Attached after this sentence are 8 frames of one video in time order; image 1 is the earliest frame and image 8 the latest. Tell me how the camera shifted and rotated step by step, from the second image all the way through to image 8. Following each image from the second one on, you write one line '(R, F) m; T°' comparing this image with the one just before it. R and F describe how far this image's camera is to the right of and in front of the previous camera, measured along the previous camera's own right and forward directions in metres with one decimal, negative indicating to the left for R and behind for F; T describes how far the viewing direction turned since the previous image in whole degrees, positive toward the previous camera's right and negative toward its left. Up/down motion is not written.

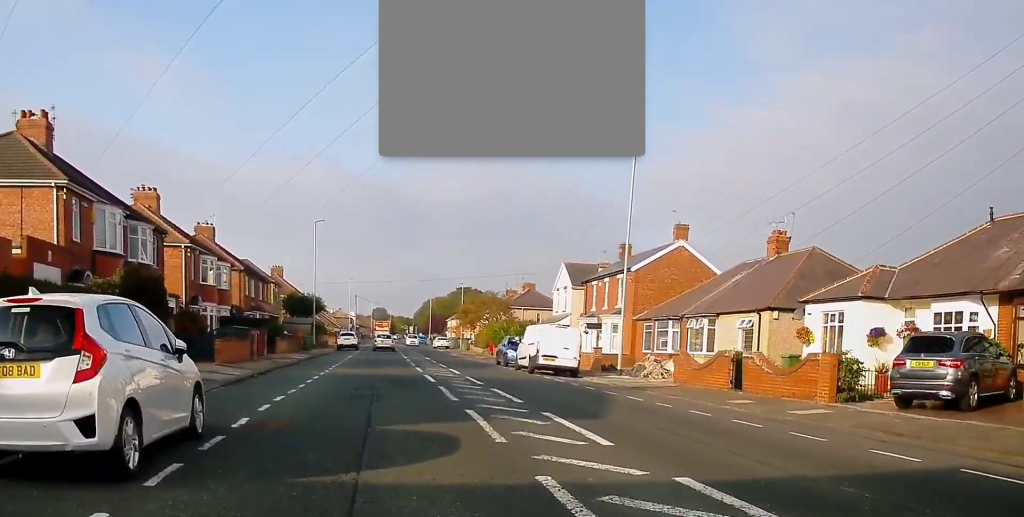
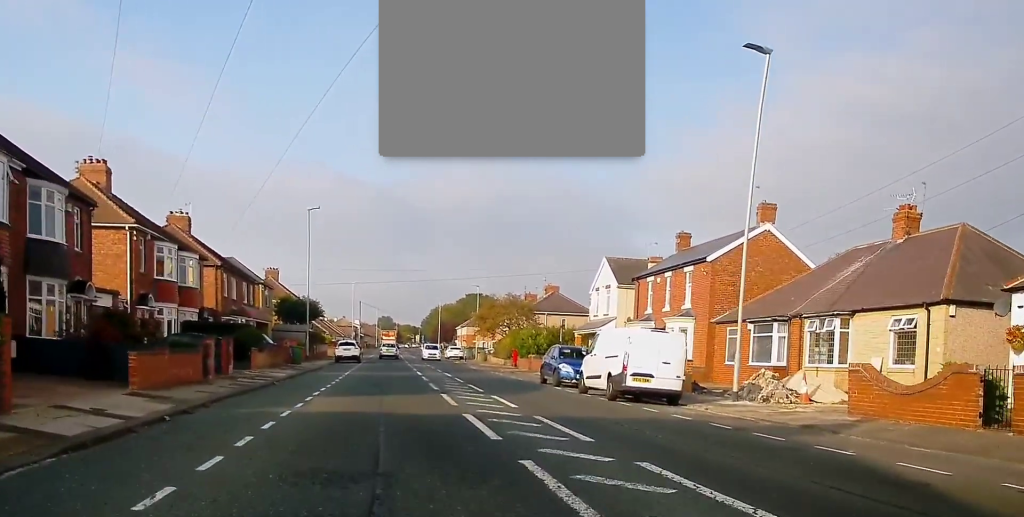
(-0.5, +10.6) m; 0°
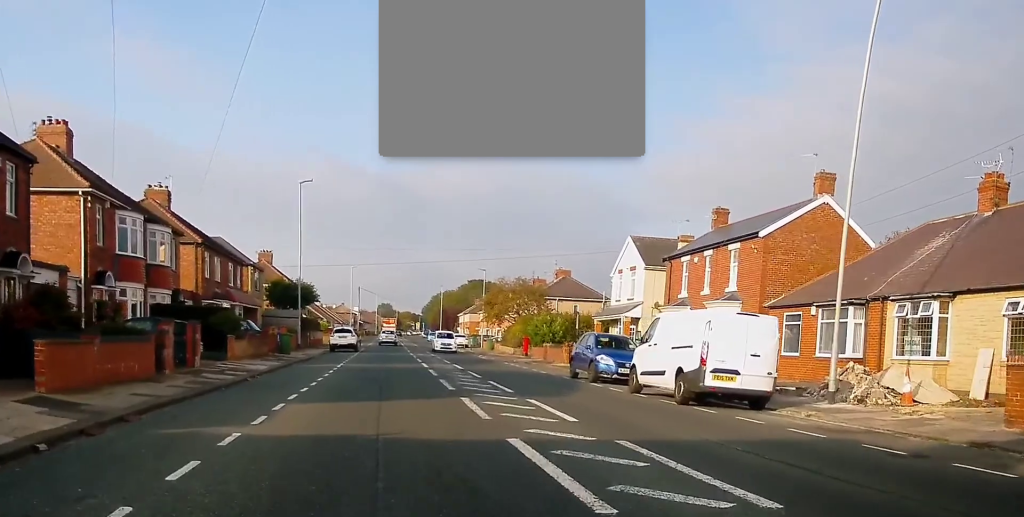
(+0.3, +5.1) m; +4°
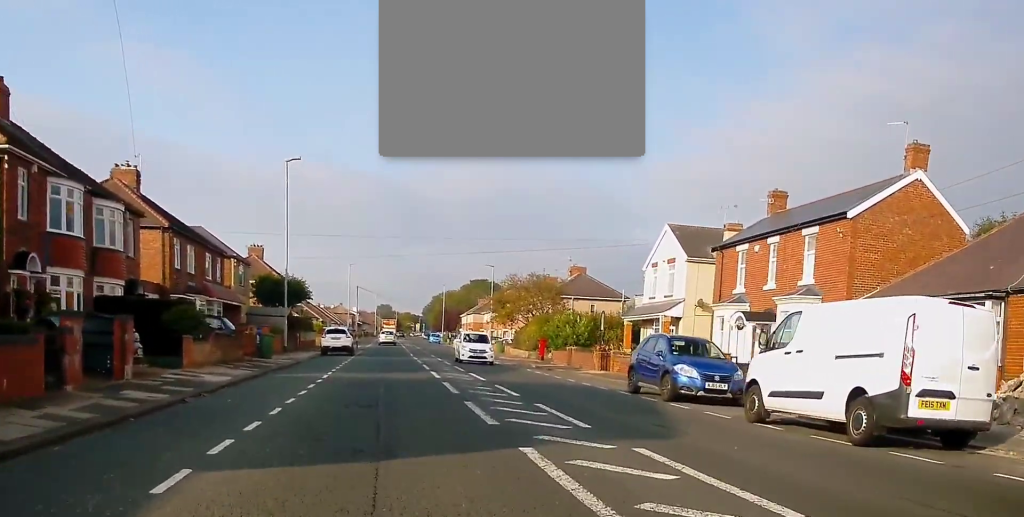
(+0.1, +6.6) m; +1°
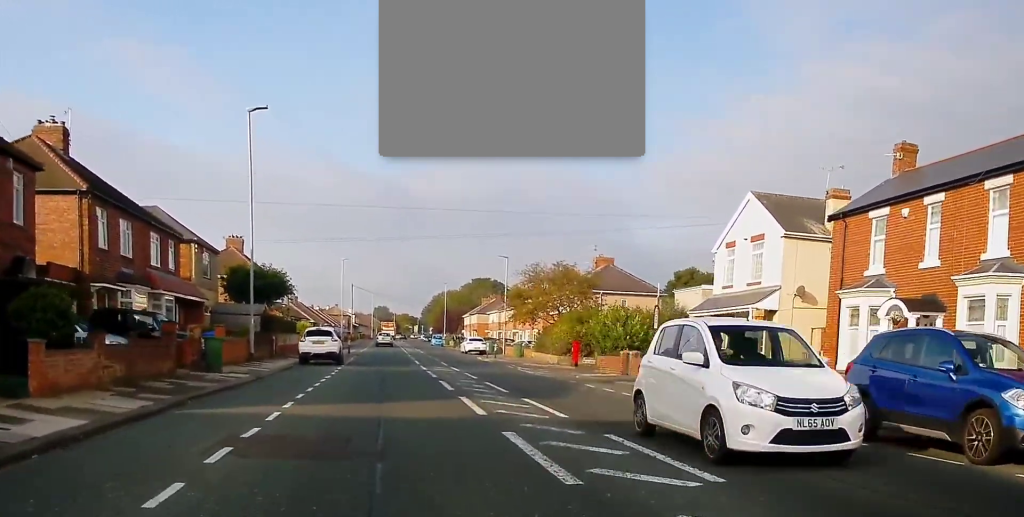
(0.0, +10.3) m; -3°
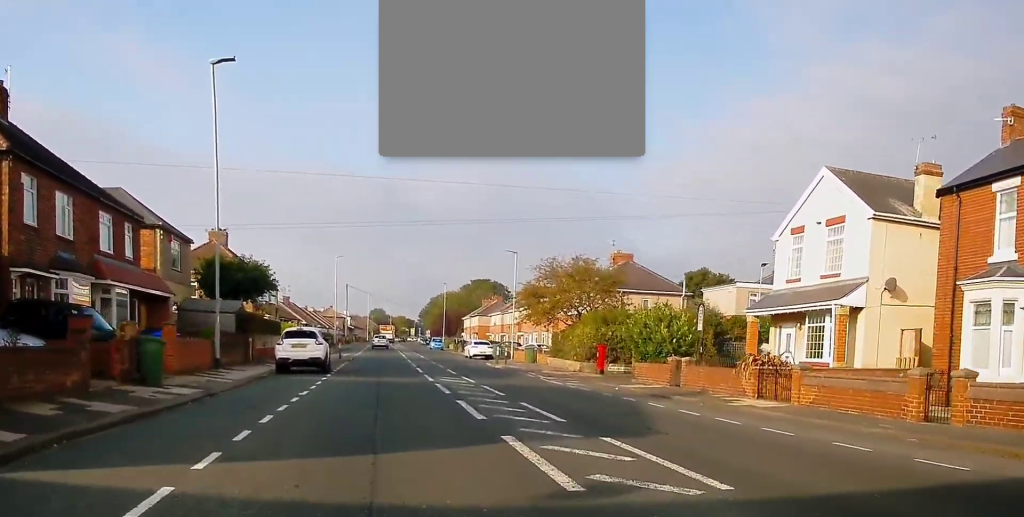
(-0.3, +6.1) m; -2°
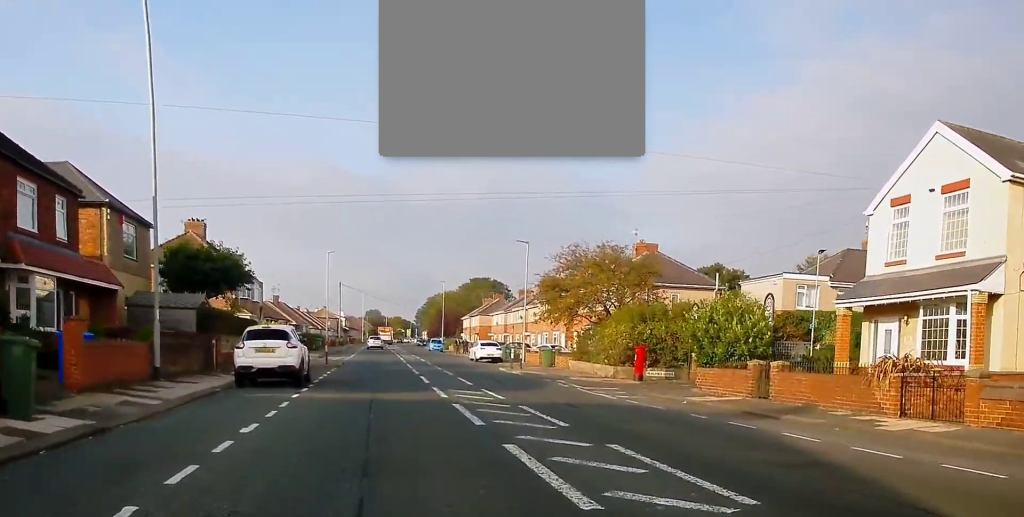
(+0.1, +6.6) m; +1°
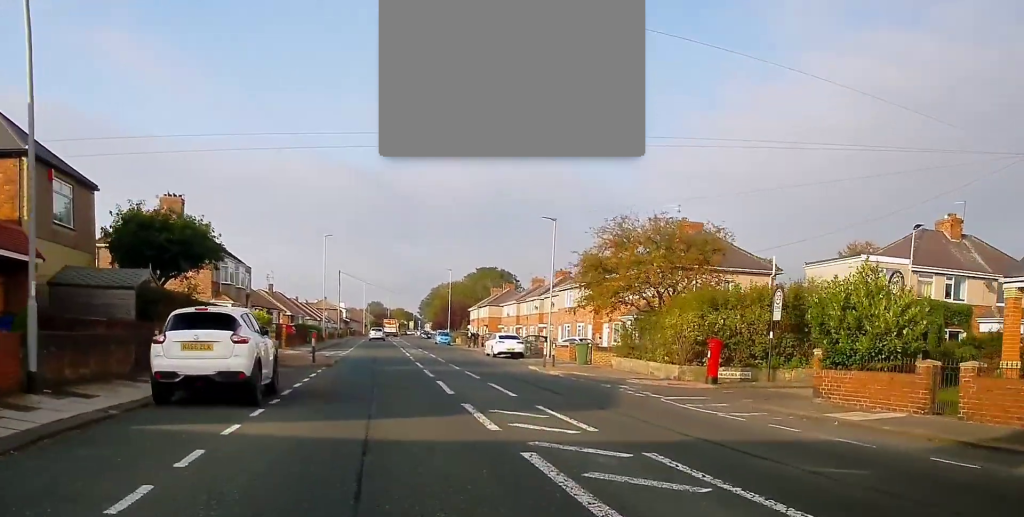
(+0.1, +7.3) m; +1°
